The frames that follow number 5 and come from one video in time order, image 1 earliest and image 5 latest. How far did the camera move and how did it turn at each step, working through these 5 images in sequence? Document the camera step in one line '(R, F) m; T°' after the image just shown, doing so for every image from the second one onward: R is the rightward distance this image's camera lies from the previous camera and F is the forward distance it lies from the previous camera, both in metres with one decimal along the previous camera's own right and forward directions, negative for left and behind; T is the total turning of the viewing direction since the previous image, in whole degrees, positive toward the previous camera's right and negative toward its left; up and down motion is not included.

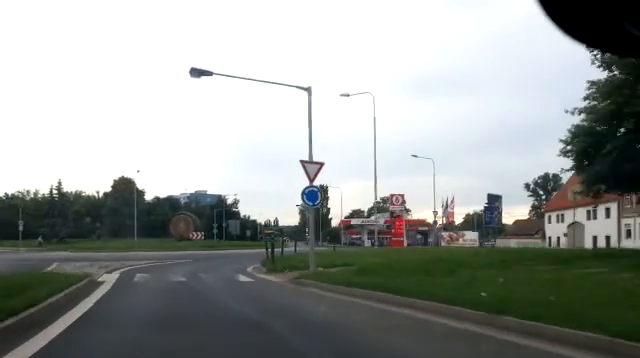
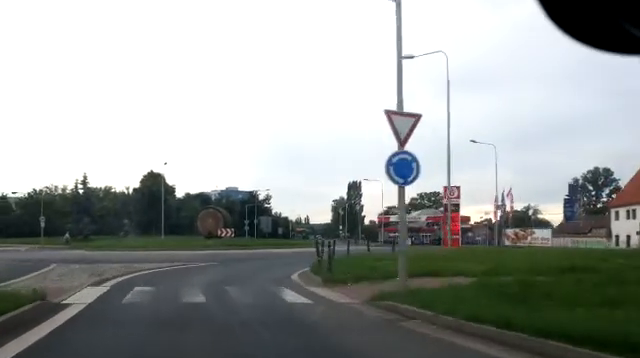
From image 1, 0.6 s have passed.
(-0.1, +6.7) m; -1°
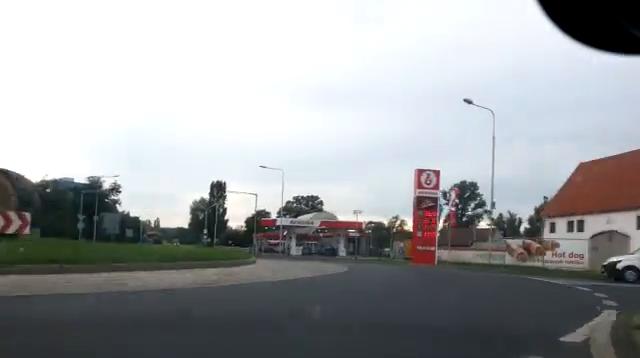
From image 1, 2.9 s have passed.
(+2.2, +22.3) m; +21°
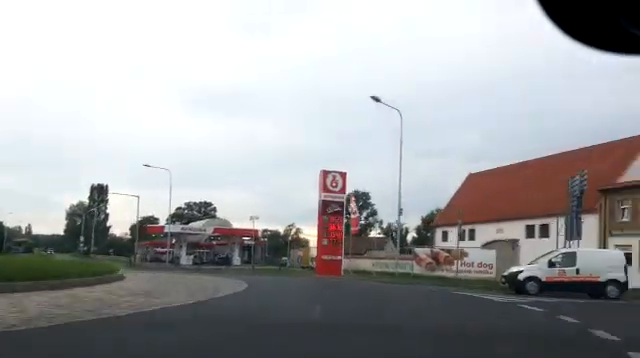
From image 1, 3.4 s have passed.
(+0.2, +4.1) m; +5°
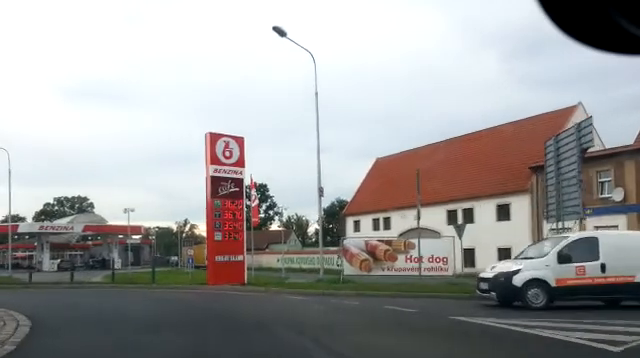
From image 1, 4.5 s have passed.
(+0.3, +8.7) m; -6°
